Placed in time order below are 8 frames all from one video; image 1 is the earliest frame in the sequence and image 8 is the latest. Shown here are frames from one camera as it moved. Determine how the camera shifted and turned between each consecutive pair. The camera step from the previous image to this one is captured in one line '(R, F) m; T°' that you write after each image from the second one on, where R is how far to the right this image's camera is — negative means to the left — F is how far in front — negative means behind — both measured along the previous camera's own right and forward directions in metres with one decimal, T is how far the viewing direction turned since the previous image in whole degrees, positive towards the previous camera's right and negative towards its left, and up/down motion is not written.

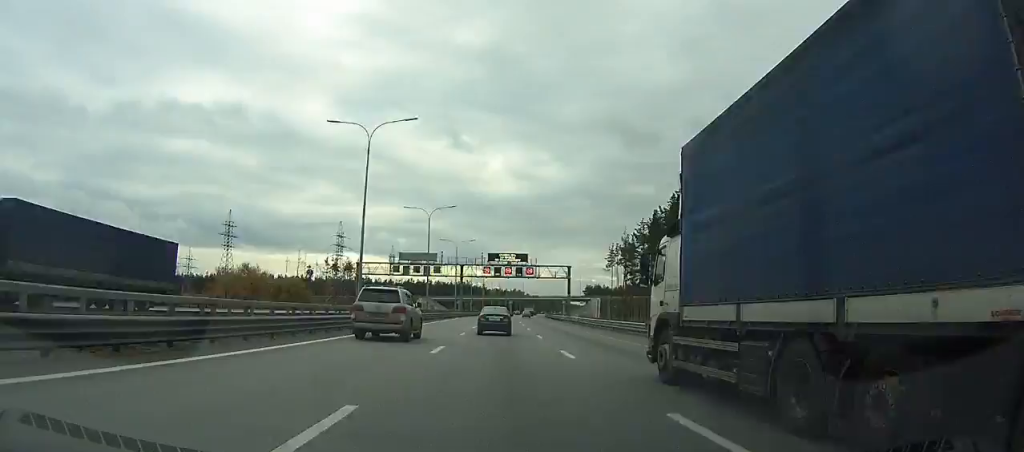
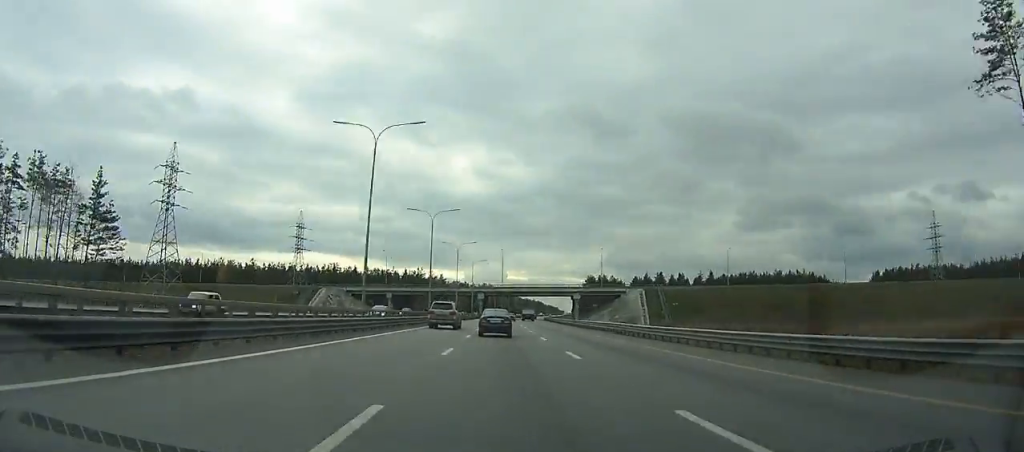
(+4.0, +117.3) m; +4°
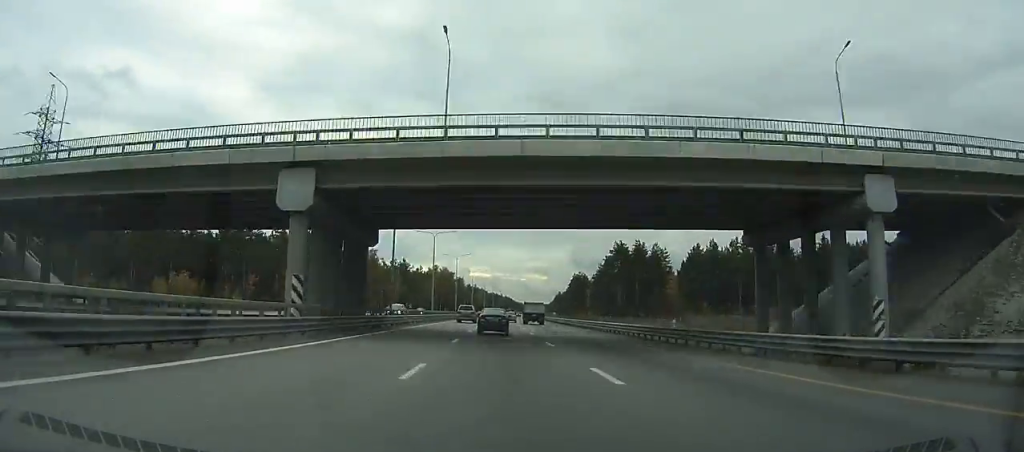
(+4.1, +135.5) m; +4°
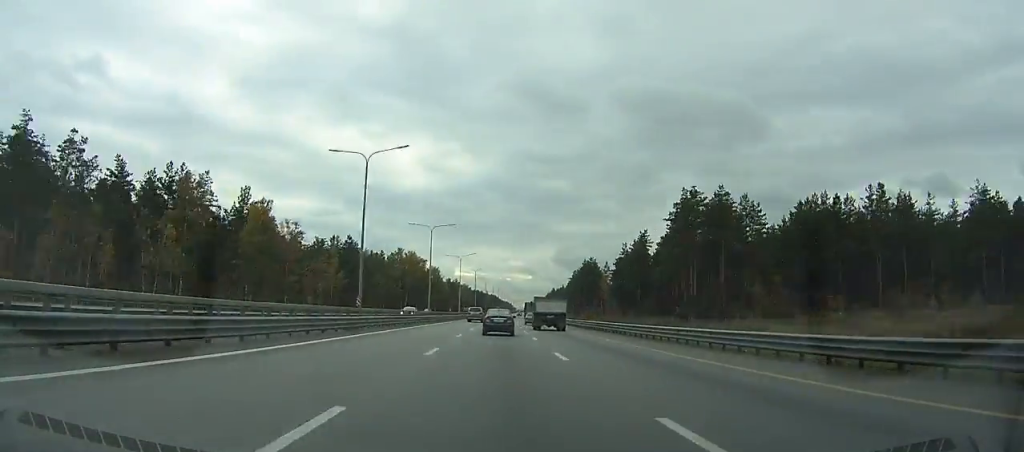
(+1.3, +70.9) m; +2°
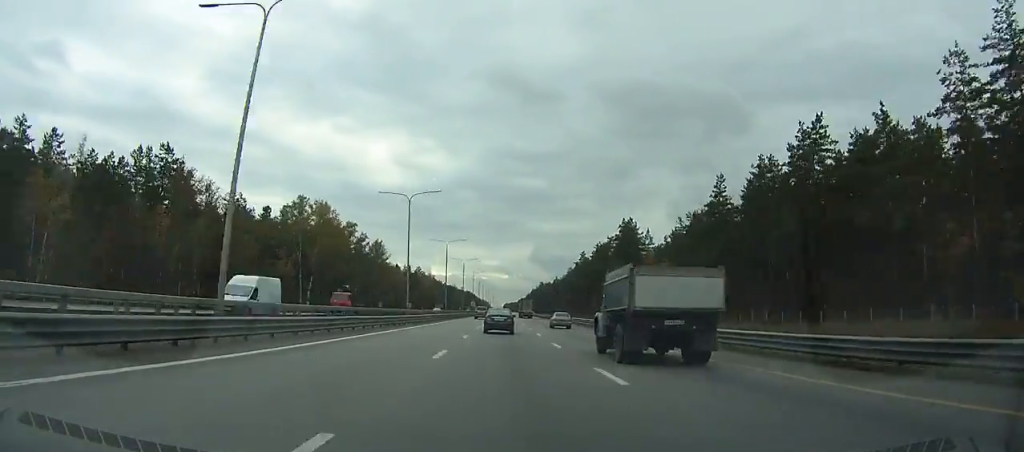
(+1.7, +86.5) m; +2°
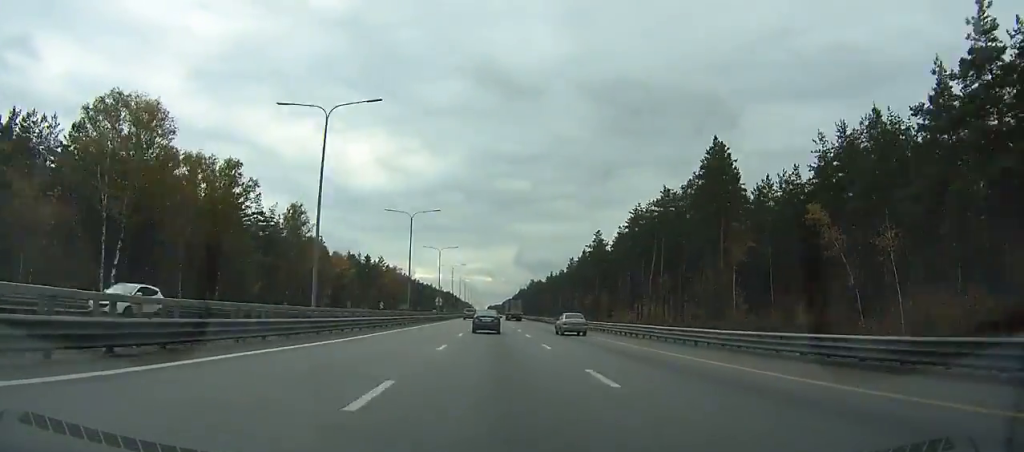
(+0.4, +55.3) m; +1°
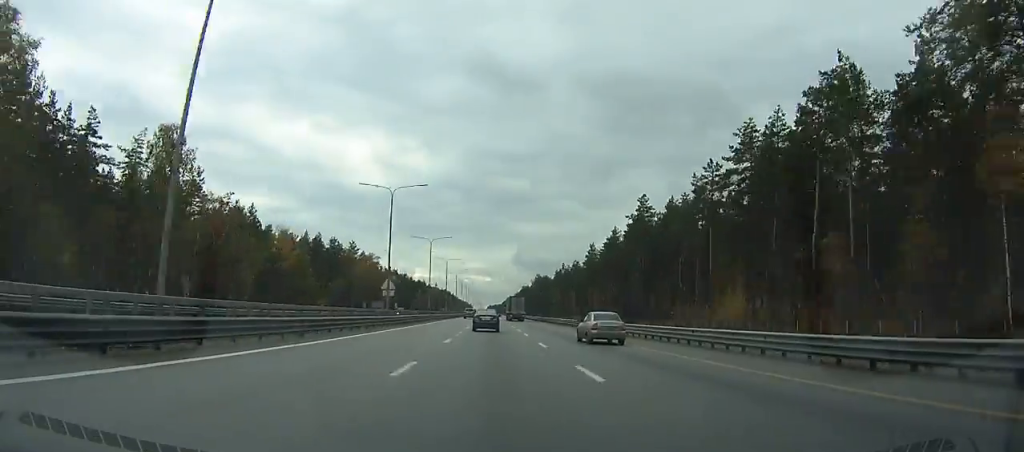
(+0.8, +42.9) m; 0°
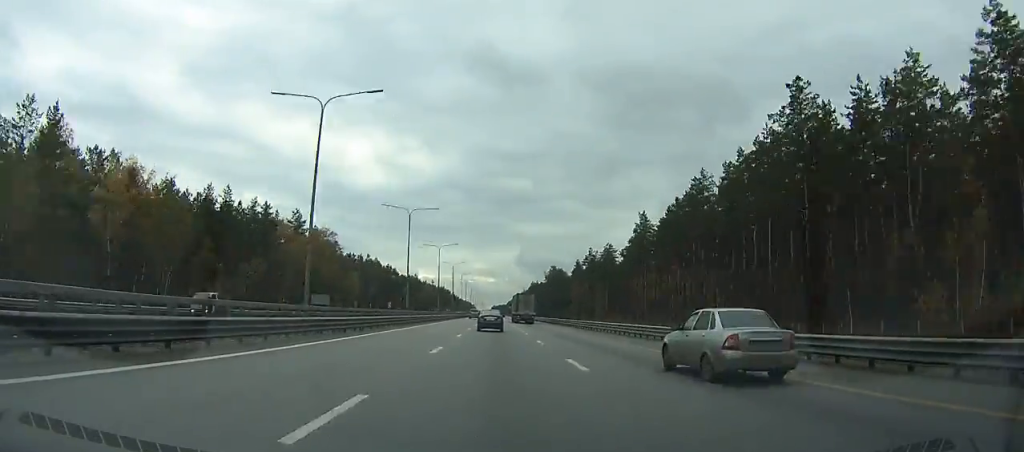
(+0.2, +51.7) m; 0°
